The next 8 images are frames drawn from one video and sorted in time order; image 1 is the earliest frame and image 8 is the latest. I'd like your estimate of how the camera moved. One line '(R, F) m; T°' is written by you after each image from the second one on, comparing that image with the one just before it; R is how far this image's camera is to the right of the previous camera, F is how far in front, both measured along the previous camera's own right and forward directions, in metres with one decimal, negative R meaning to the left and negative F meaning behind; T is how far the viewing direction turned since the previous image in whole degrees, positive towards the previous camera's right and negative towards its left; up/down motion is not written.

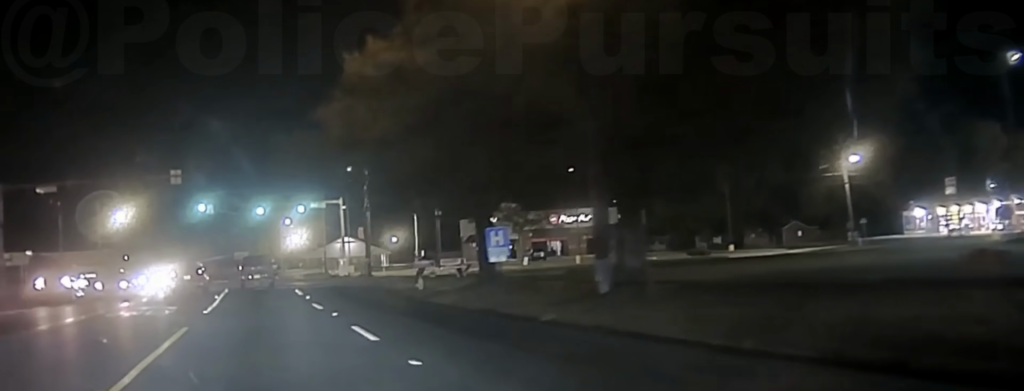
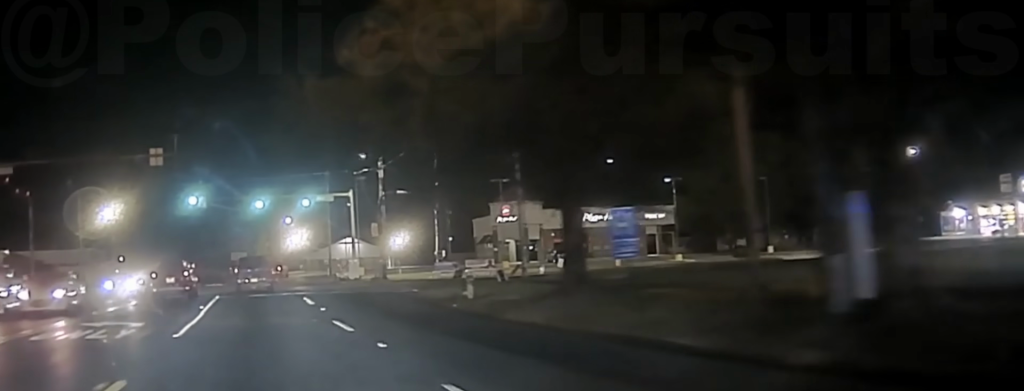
(+0.1, +8.3) m; 0°
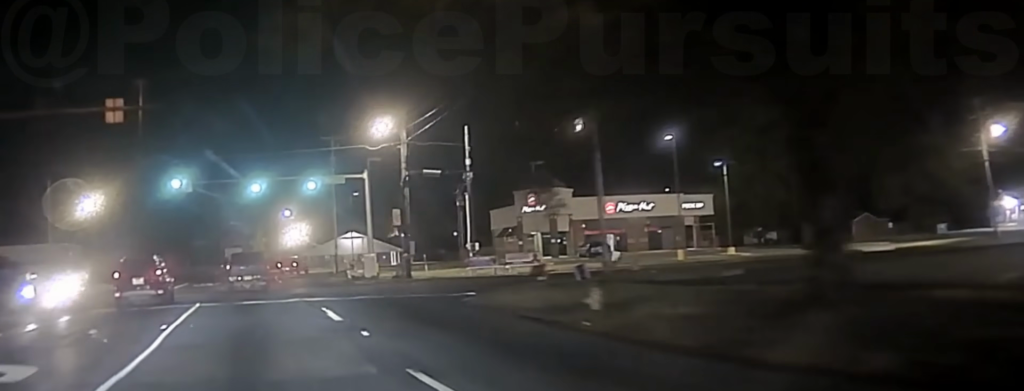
(+0.1, +10.1) m; 0°
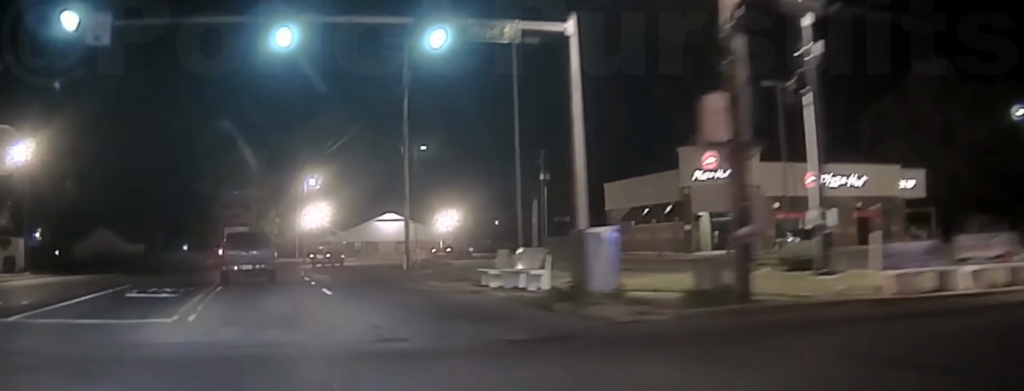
(-1.4, +33.3) m; -2°
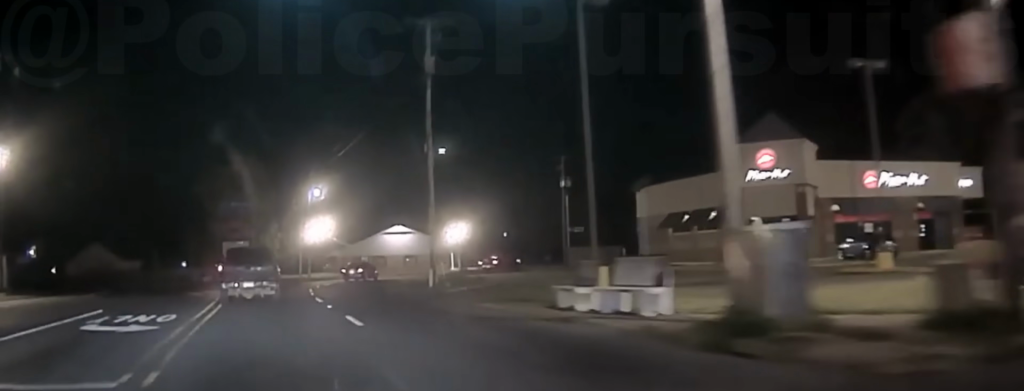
(+0.1, +6.3) m; +1°
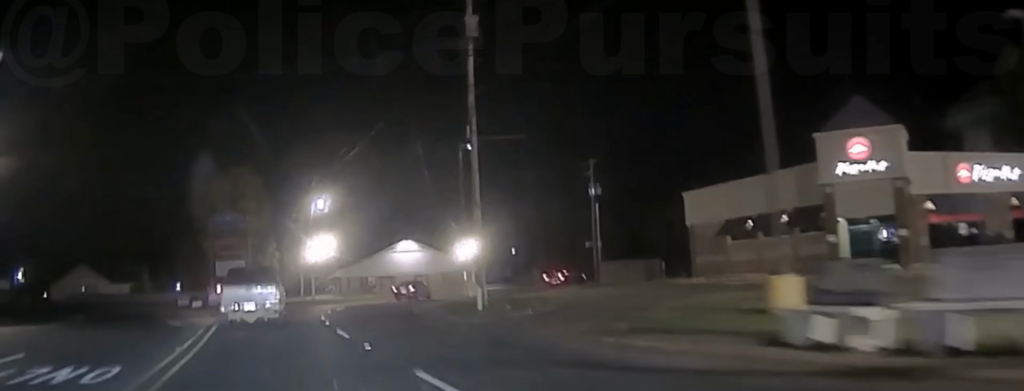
(0.0, +9.2) m; 0°
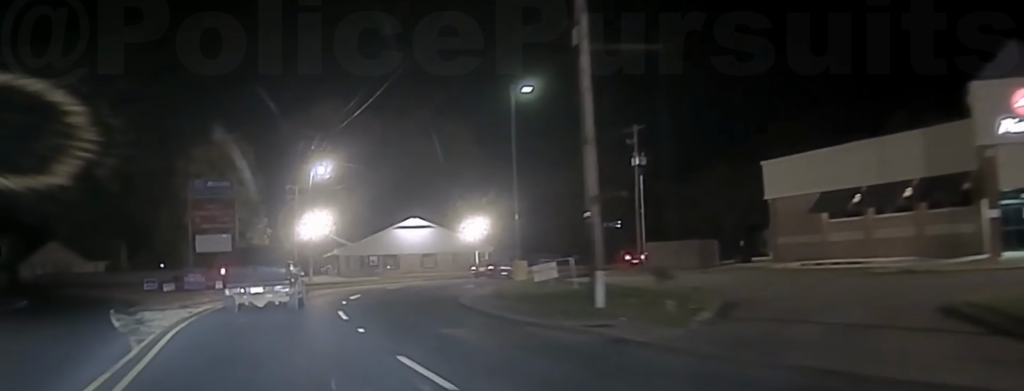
(0.0, +12.2) m; +1°
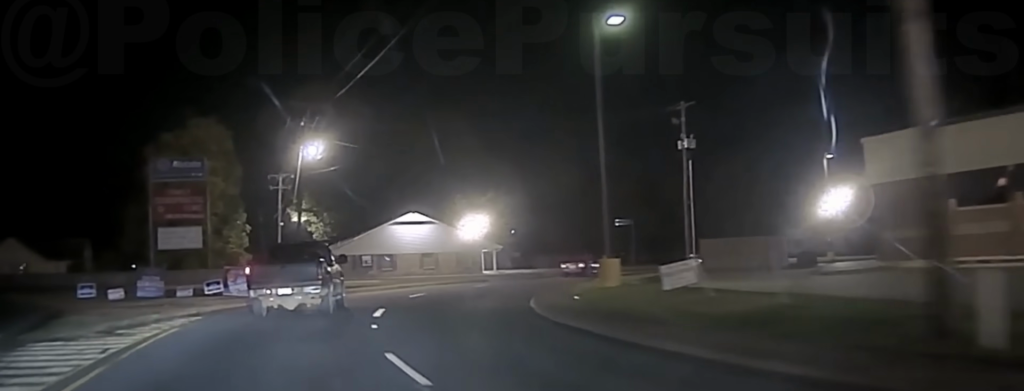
(+0.2, +12.3) m; +2°
